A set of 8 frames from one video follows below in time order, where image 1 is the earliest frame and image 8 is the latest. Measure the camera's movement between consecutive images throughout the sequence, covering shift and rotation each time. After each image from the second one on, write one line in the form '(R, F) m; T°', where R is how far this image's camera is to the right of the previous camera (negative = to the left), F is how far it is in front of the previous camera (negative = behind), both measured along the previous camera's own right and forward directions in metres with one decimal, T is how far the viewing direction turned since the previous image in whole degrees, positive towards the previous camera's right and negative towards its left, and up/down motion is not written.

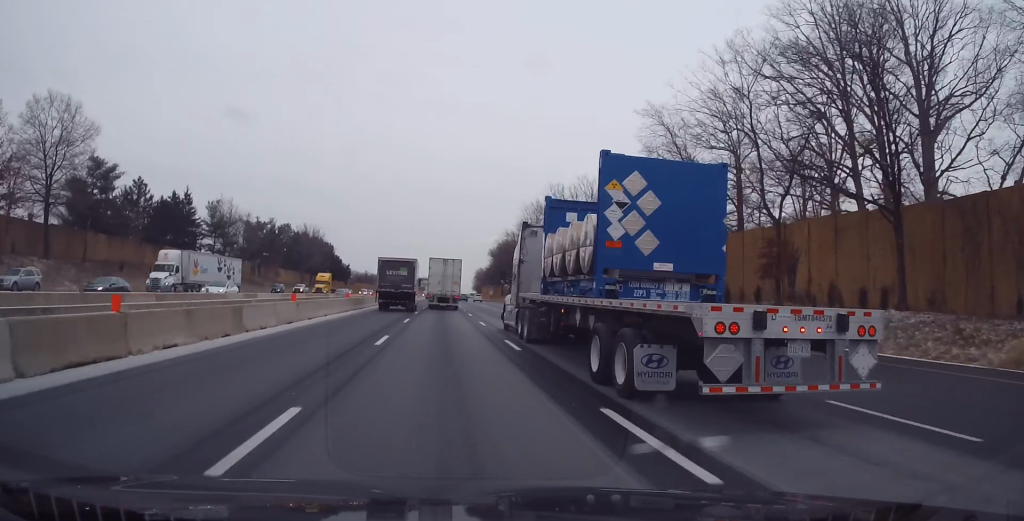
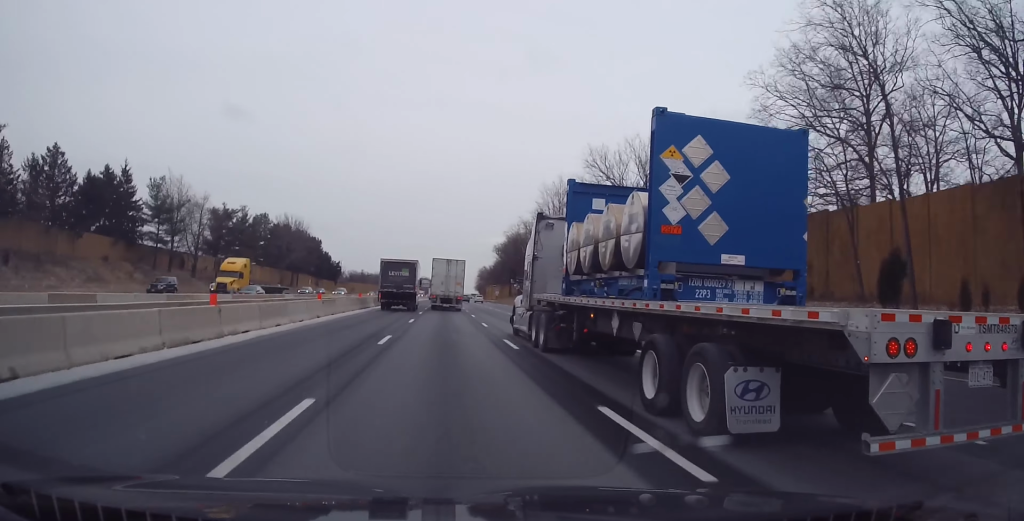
(+0.1, +24.1) m; 0°
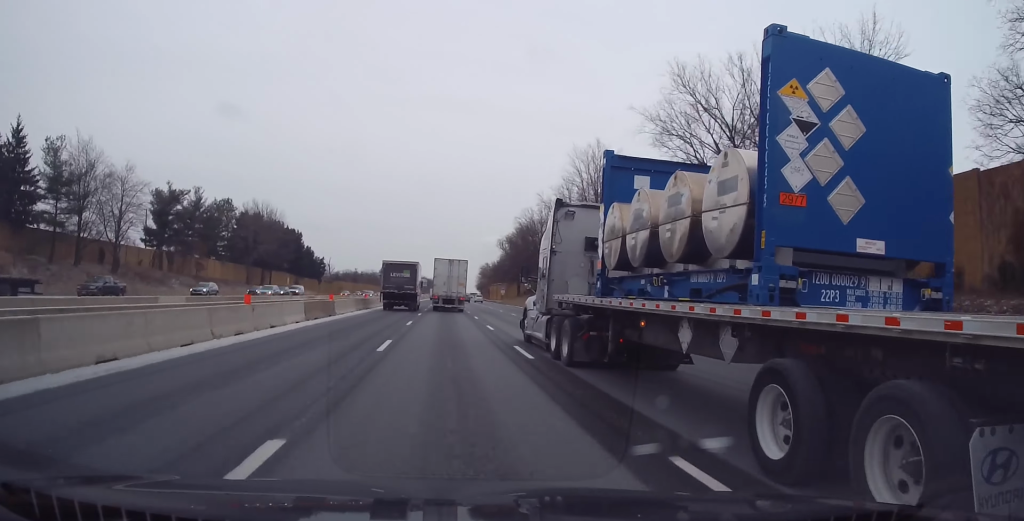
(0.0, +26.6) m; 0°
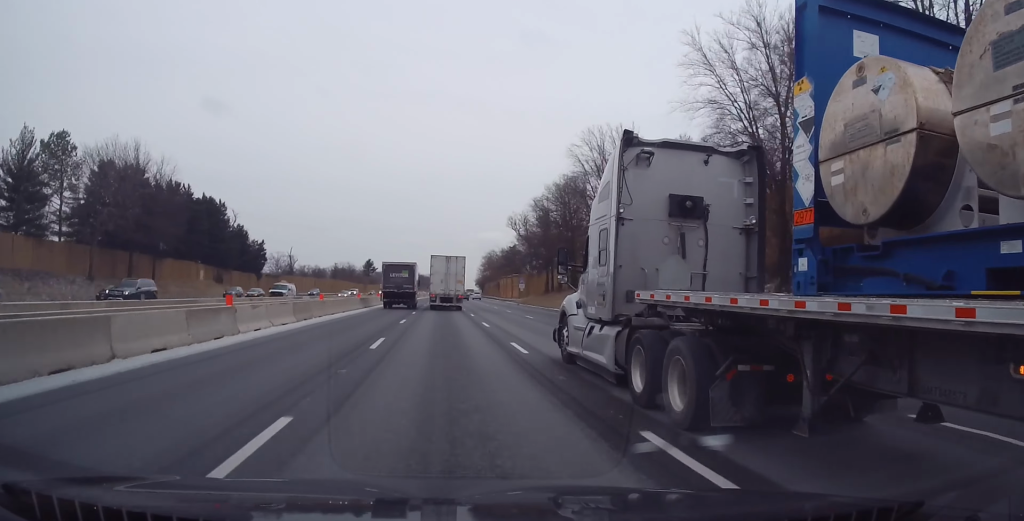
(+0.1, +59.8) m; 0°
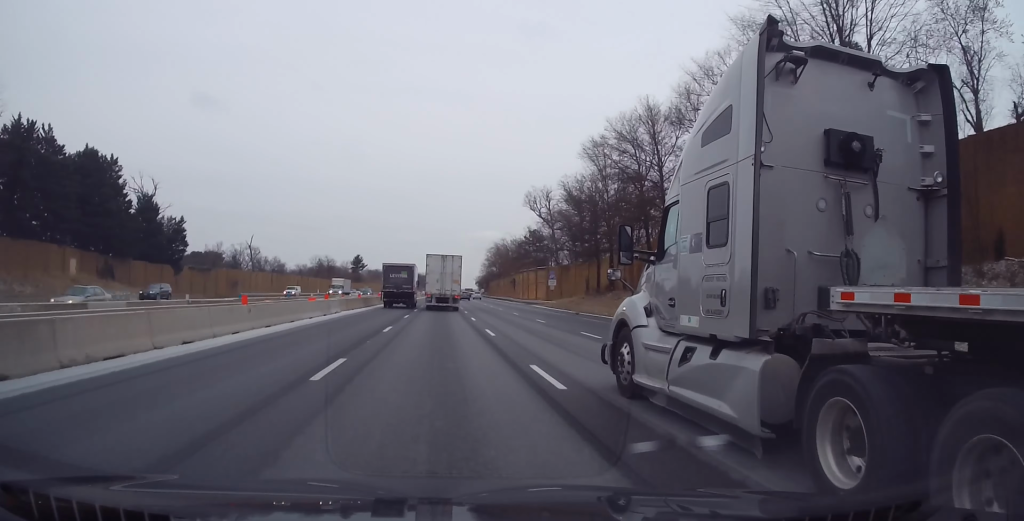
(+0.1, +40.9) m; 0°
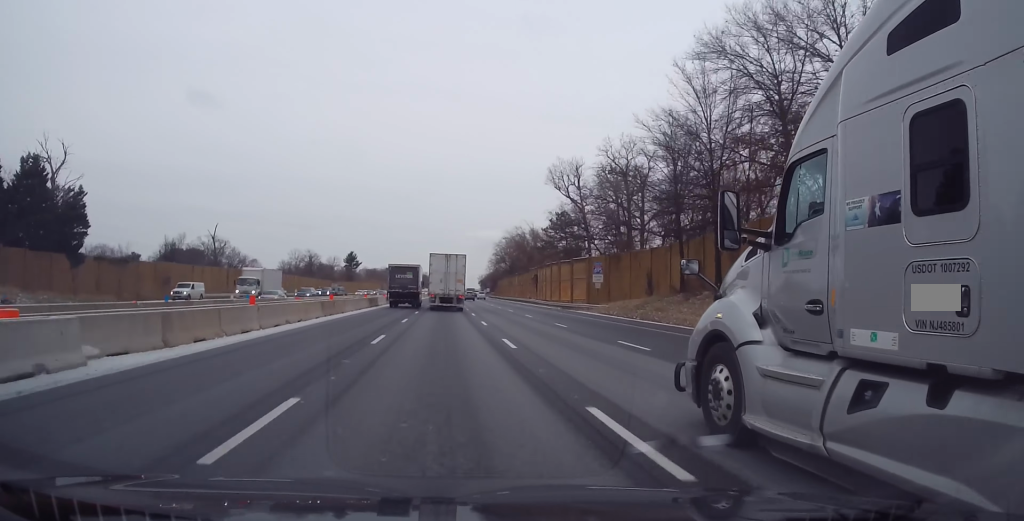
(+0.1, +28.6) m; 0°
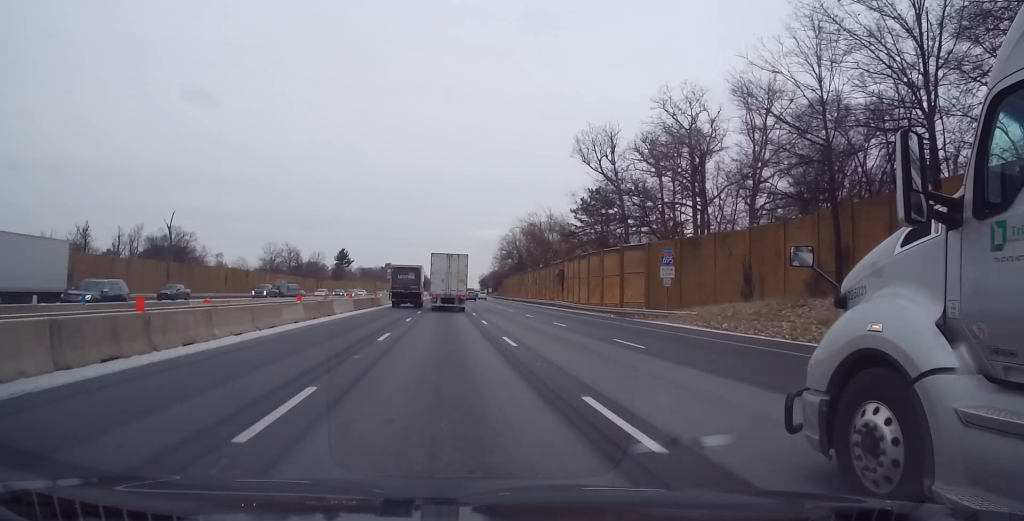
(+0.1, +22.6) m; 0°
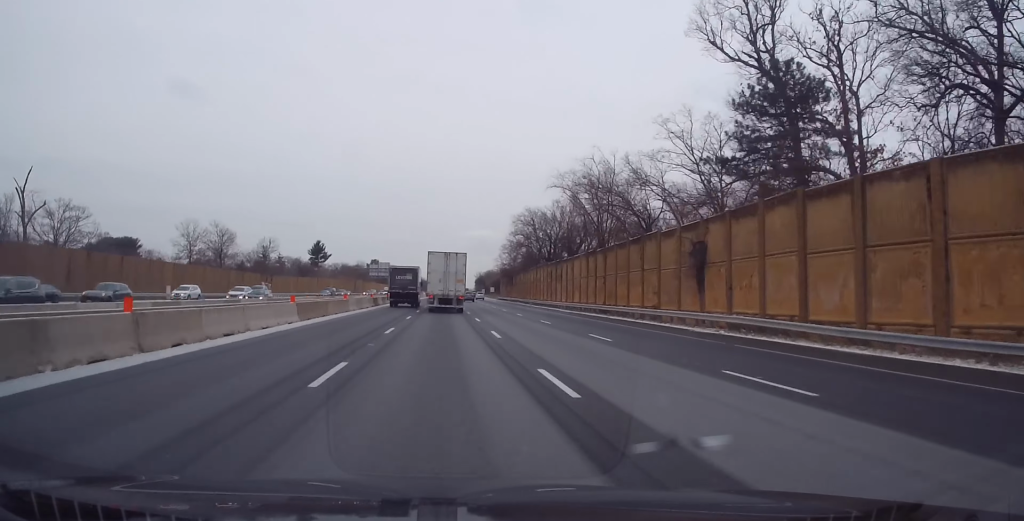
(0.0, +43.8) m; 0°
